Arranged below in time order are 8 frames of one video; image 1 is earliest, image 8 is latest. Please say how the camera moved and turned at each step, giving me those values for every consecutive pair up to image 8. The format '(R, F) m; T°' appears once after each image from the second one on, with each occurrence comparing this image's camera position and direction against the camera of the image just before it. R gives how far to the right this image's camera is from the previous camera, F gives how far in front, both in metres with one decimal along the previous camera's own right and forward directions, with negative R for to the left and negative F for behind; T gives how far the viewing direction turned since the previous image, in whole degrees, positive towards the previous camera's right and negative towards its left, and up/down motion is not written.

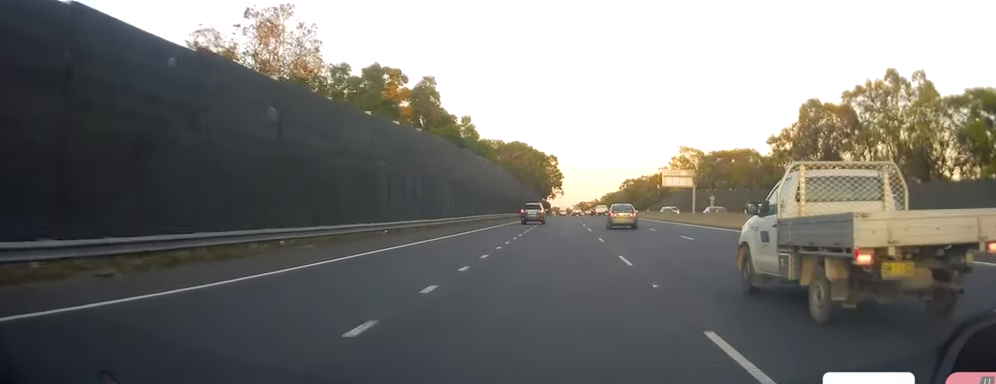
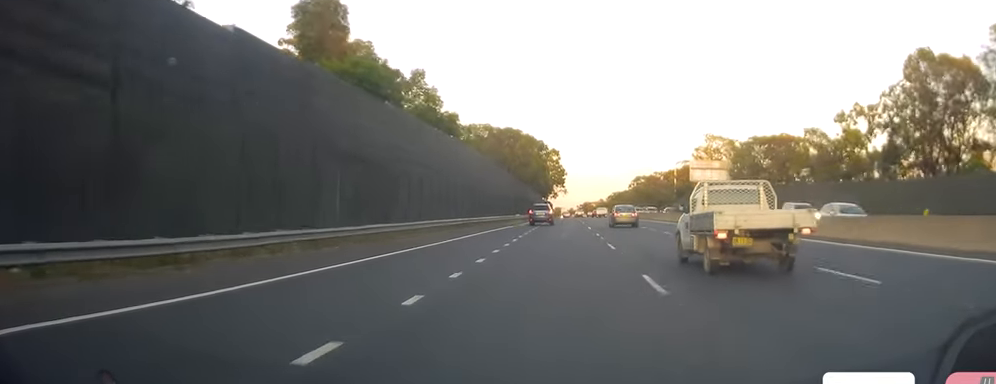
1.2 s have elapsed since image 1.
(0.0, +29.0) m; 0°
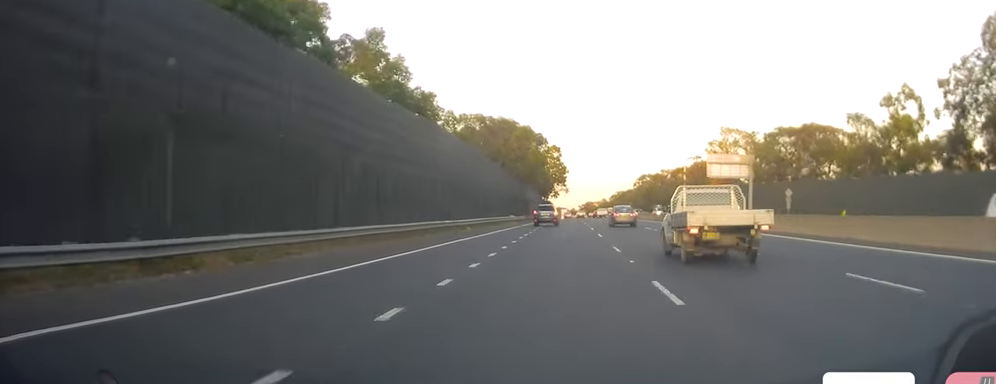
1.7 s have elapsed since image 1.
(0.0, +13.3) m; 0°
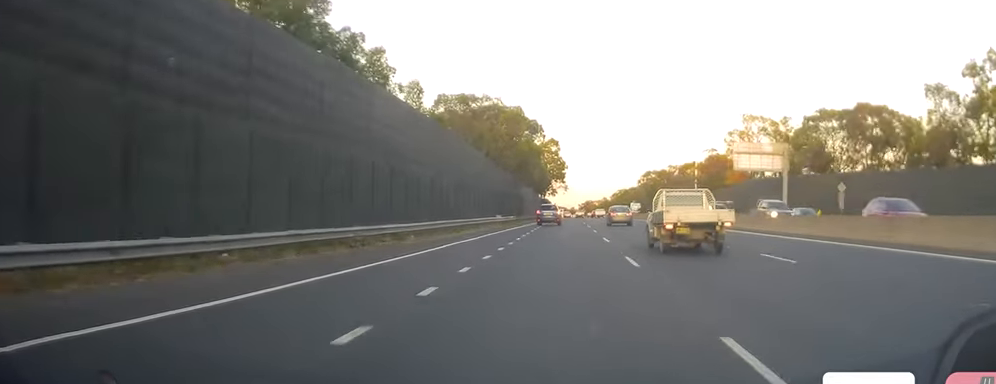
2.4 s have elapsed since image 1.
(0.0, +17.4) m; 0°
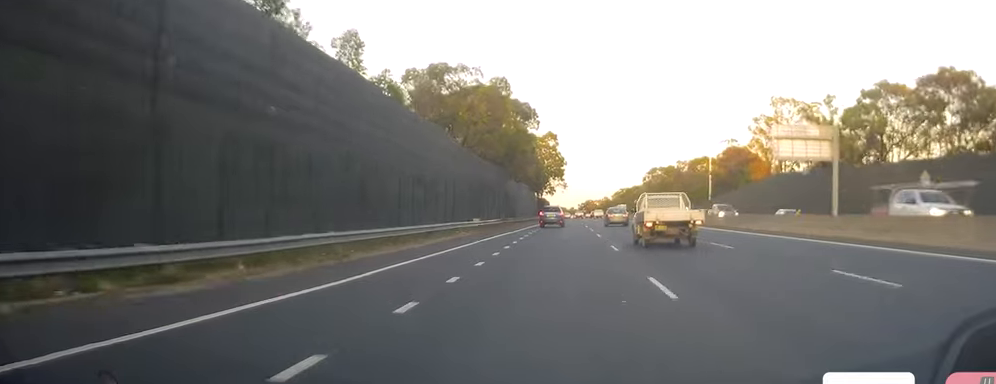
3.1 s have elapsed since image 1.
(0.0, +17.4) m; 0°
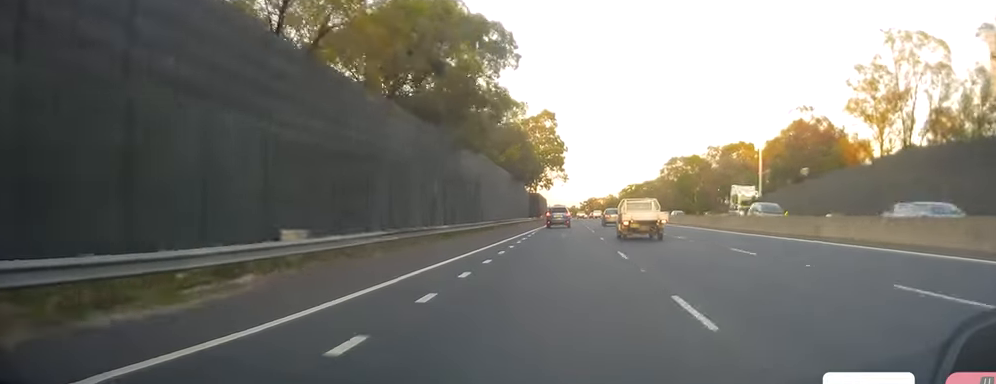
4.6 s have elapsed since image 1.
(0.0, +38.1) m; 0°
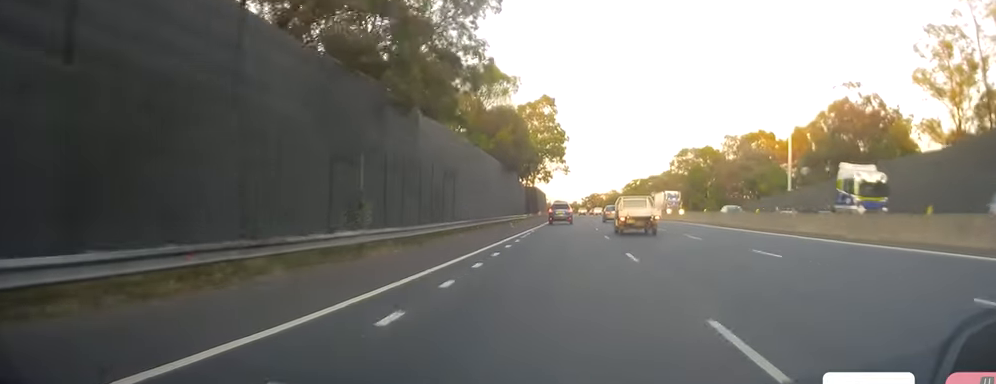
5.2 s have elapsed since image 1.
(0.0, +14.1) m; 0°
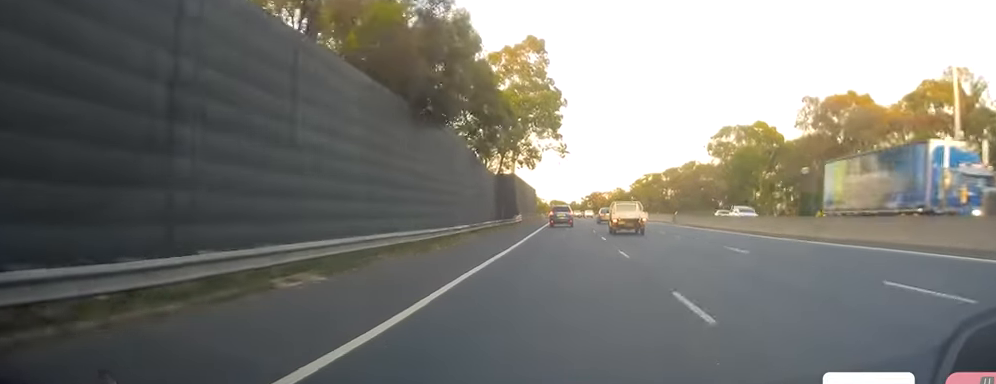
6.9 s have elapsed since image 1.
(+0.2, +43.5) m; +1°
